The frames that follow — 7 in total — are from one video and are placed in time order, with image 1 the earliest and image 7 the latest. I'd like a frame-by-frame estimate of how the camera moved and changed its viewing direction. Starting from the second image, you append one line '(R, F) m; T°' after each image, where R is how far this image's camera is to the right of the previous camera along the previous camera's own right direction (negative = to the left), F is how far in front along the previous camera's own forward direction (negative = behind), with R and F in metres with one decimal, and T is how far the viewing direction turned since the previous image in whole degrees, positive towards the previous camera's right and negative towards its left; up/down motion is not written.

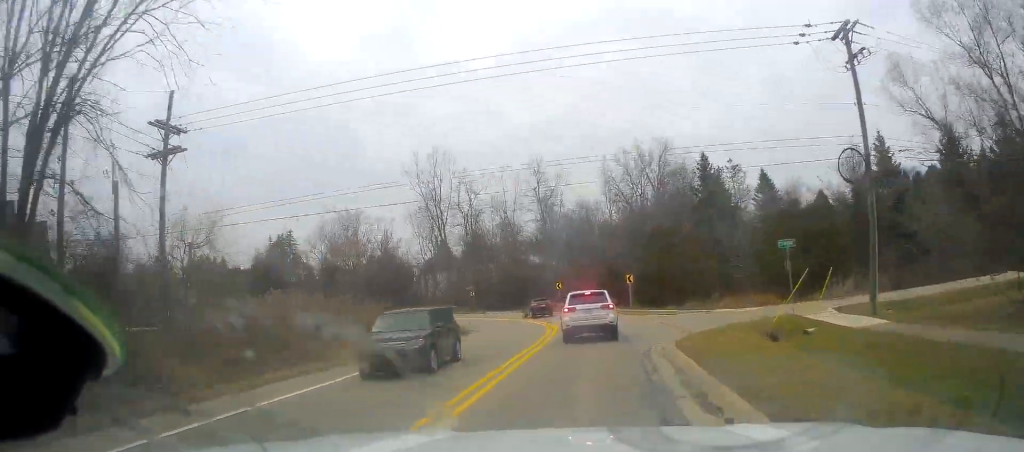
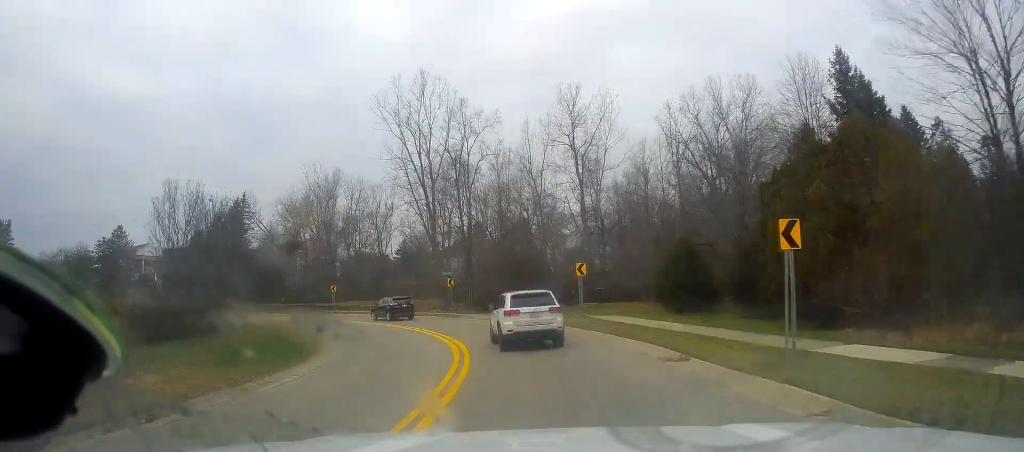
(-0.7, +32.3) m; -8°
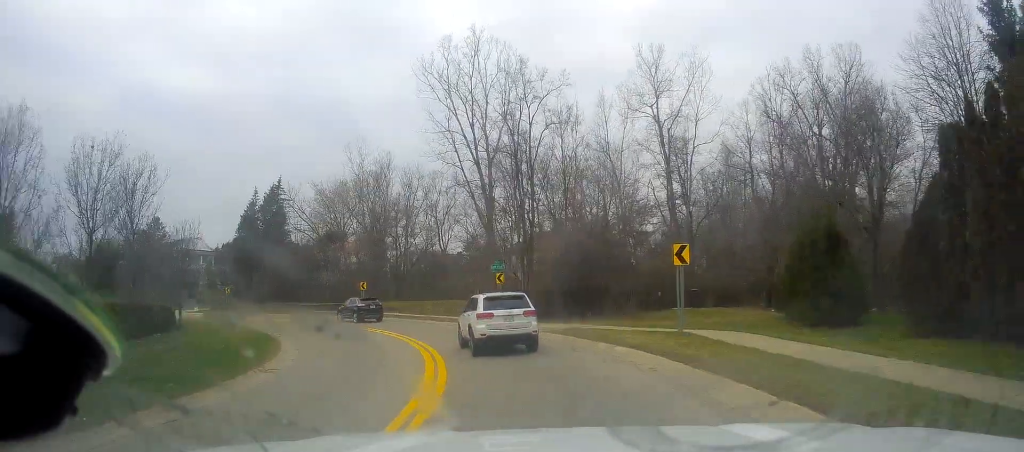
(-0.7, +12.1) m; -7°
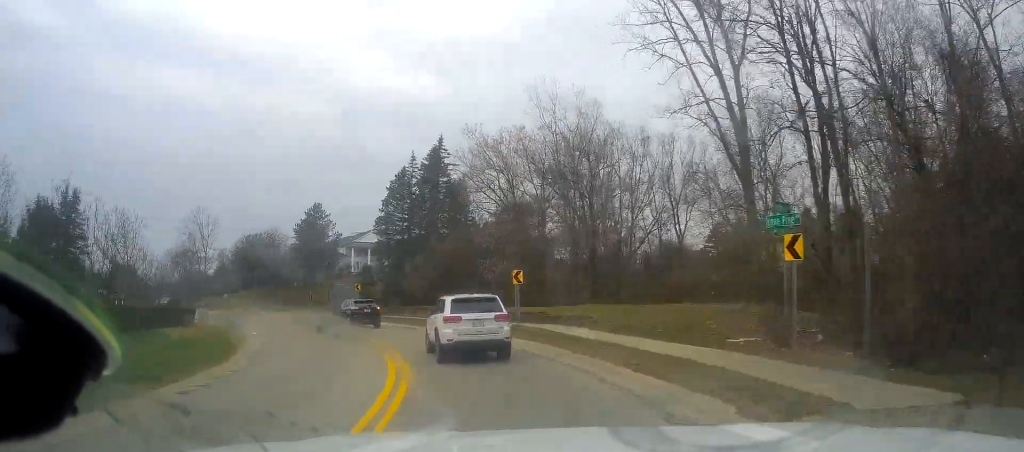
(-3.5, +23.7) m; -21°
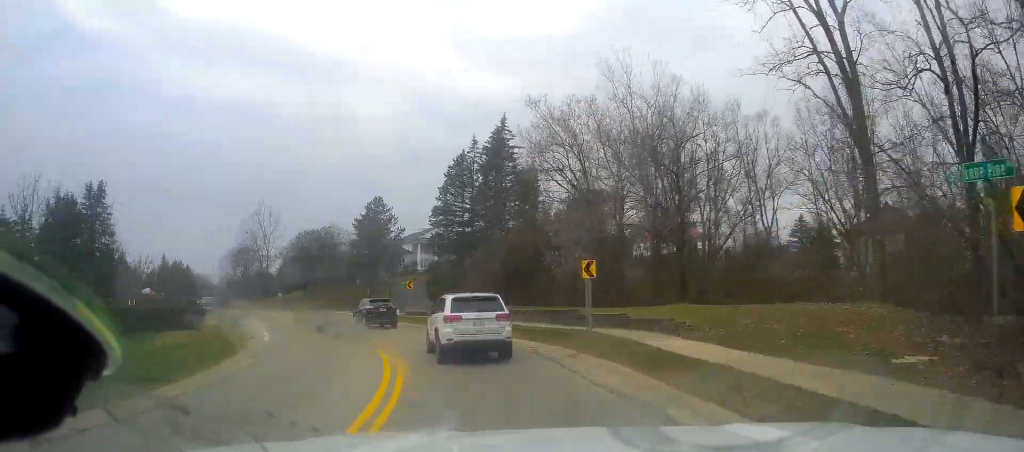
(0.0, +6.4) m; -11°
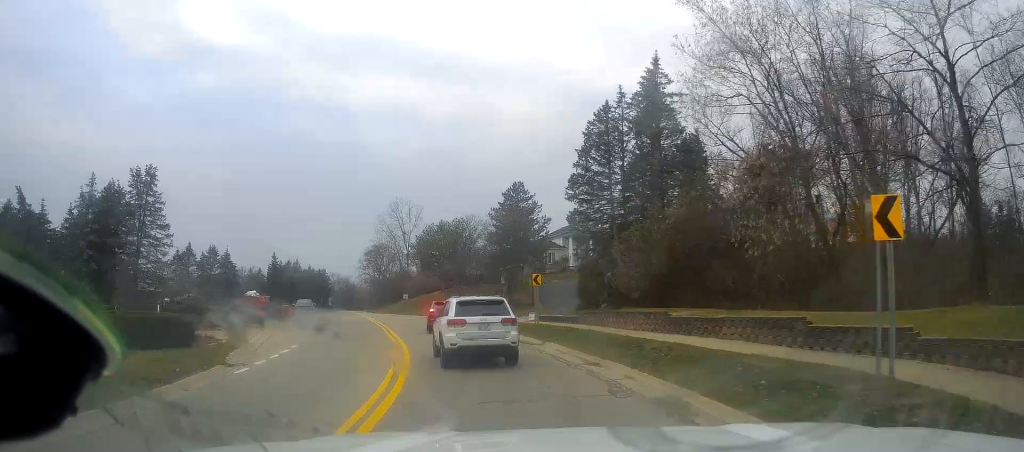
(-3.2, +12.4) m; -22°
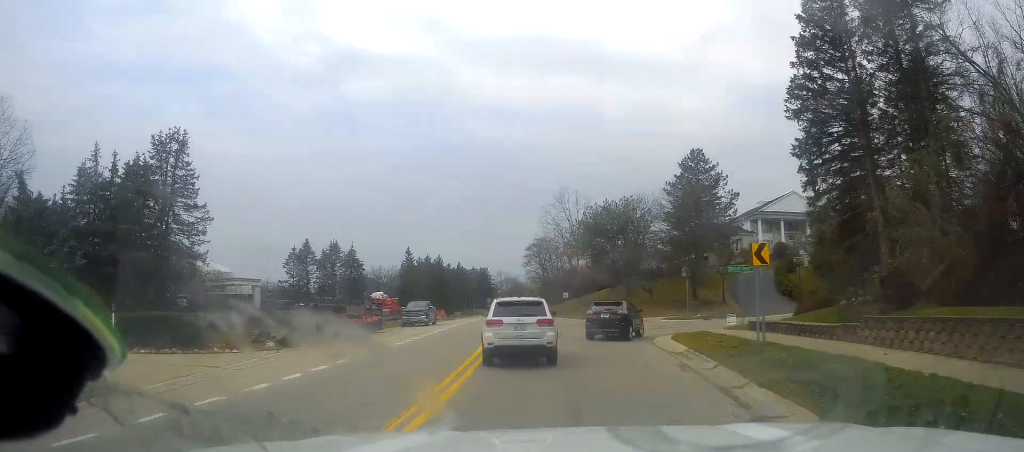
(-2.3, +16.4) m; -9°
